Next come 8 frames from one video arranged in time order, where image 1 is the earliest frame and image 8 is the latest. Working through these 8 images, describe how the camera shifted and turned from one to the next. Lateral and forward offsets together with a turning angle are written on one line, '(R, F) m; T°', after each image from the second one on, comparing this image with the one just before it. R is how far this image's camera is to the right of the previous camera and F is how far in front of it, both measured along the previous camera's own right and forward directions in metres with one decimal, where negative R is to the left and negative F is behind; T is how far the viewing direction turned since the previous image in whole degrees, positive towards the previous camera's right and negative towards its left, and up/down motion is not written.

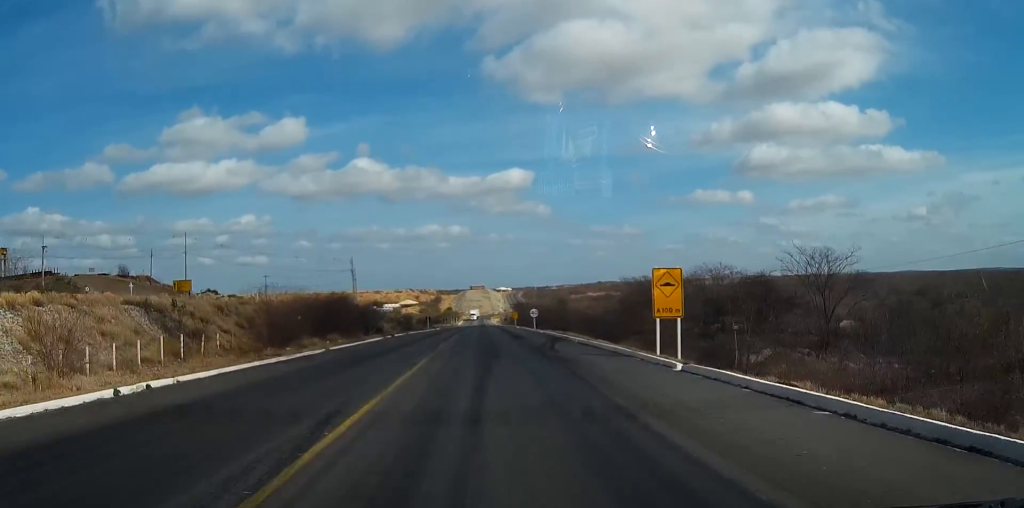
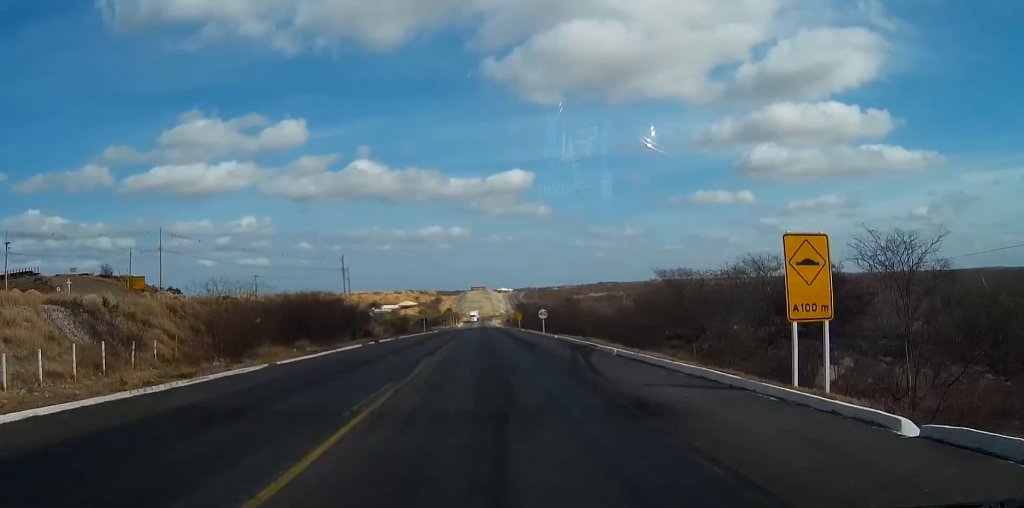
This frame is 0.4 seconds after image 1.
(0.0, +10.3) m; 0°
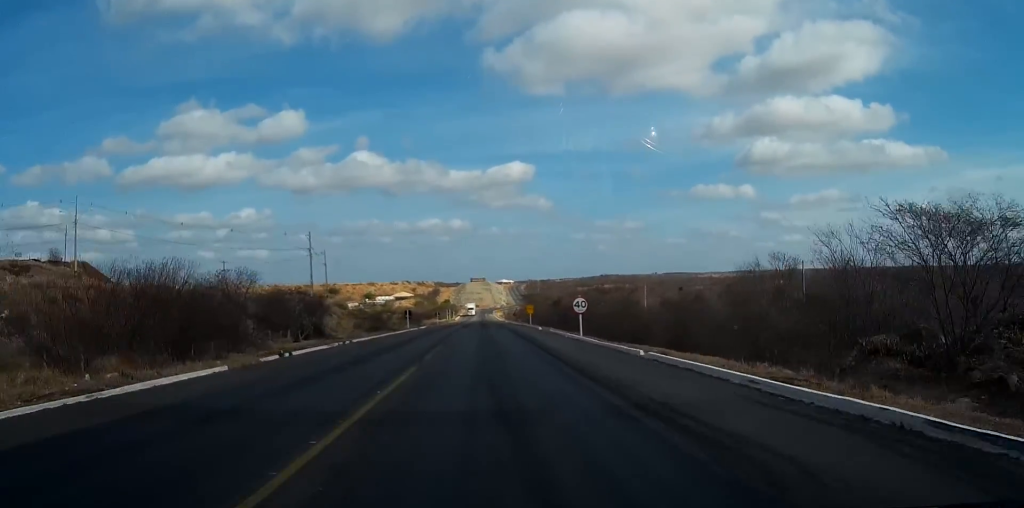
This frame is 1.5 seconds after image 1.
(0.0, +25.6) m; 0°
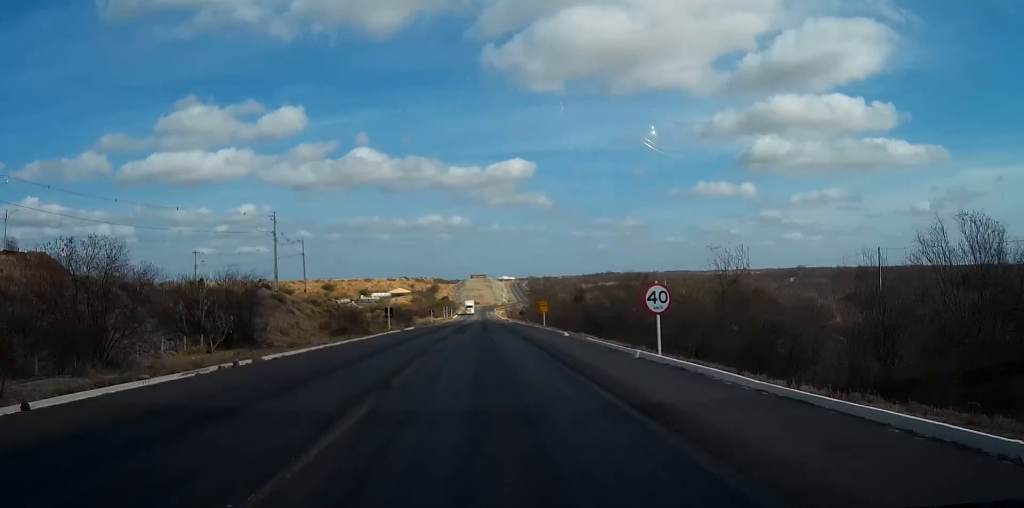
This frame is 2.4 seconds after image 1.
(0.0, +19.1) m; 0°
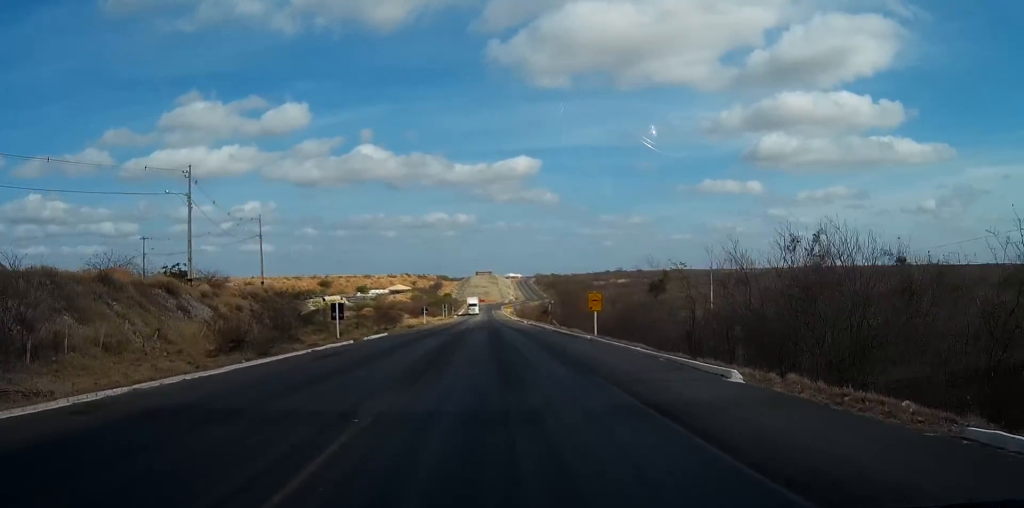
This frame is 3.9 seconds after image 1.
(-0.1, +29.0) m; 0°
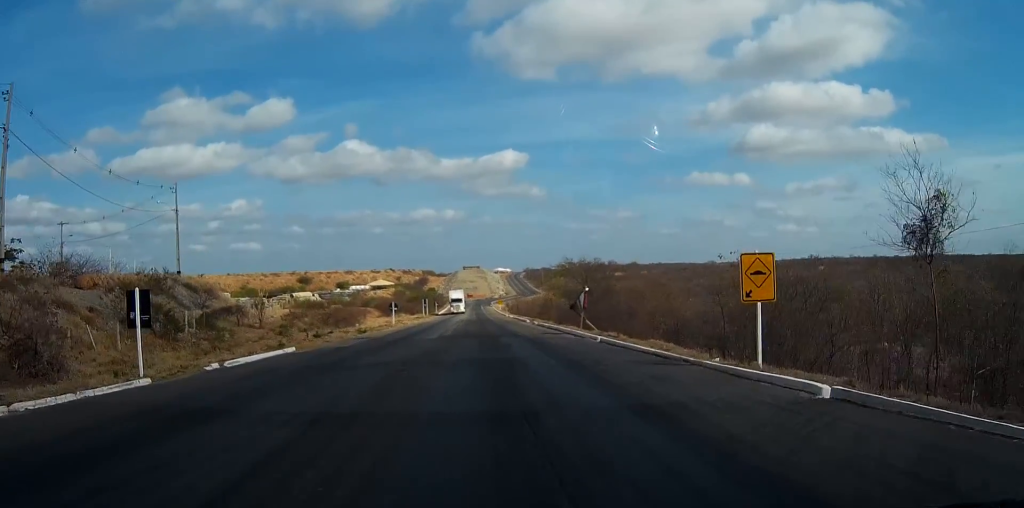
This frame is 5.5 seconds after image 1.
(+0.1, +26.1) m; +1°
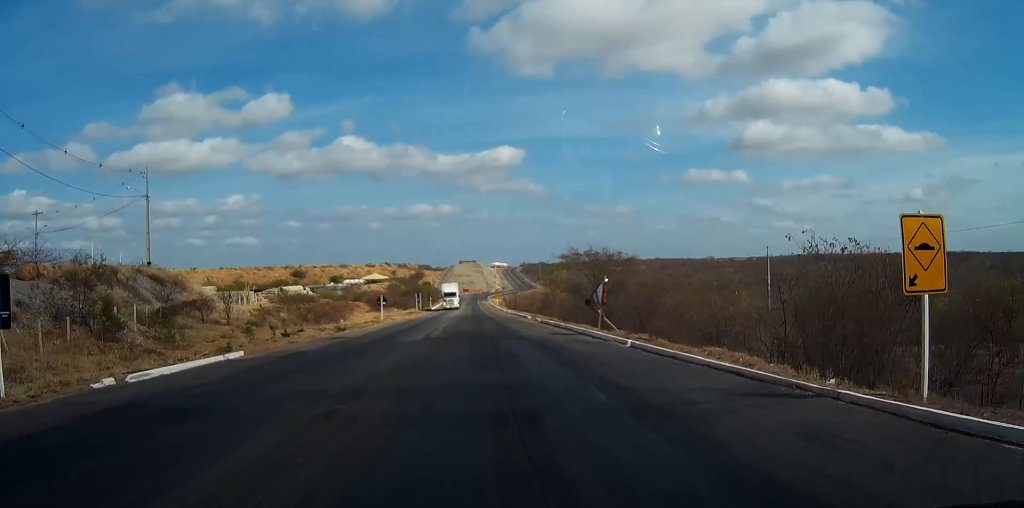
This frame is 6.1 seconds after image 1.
(+0.1, +7.4) m; 0°
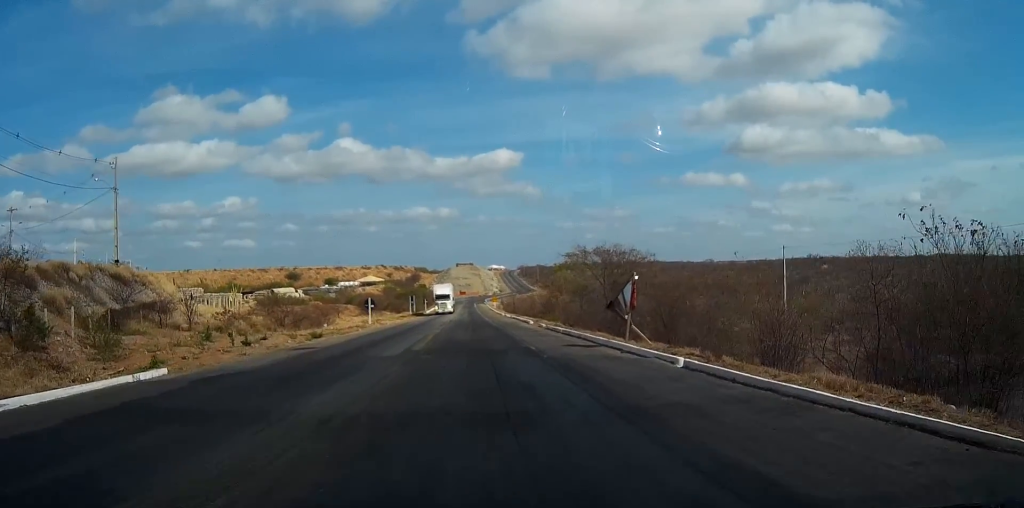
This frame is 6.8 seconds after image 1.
(-0.1, +7.3) m; 0°
